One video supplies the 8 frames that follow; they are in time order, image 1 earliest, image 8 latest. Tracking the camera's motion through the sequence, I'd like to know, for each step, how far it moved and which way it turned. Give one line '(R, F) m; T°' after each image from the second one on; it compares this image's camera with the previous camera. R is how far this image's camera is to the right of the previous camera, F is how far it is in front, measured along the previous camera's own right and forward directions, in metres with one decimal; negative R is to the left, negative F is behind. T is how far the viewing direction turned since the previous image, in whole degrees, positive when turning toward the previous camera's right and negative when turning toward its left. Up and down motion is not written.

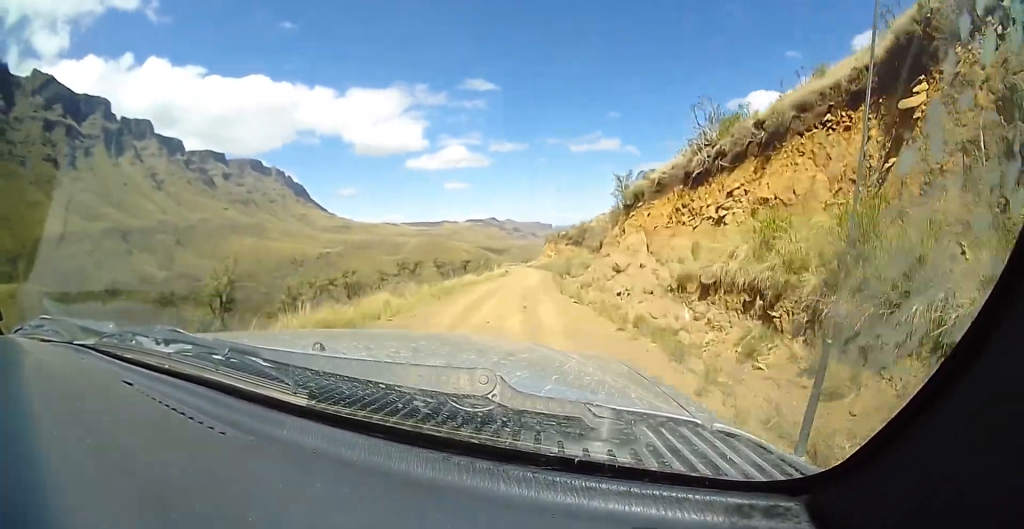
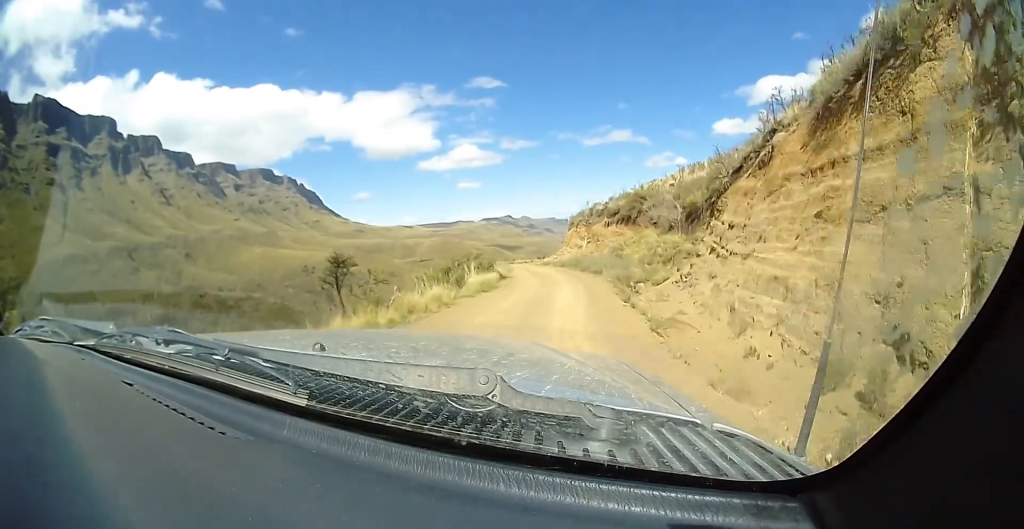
(-1.2, +22.9) m; -2°
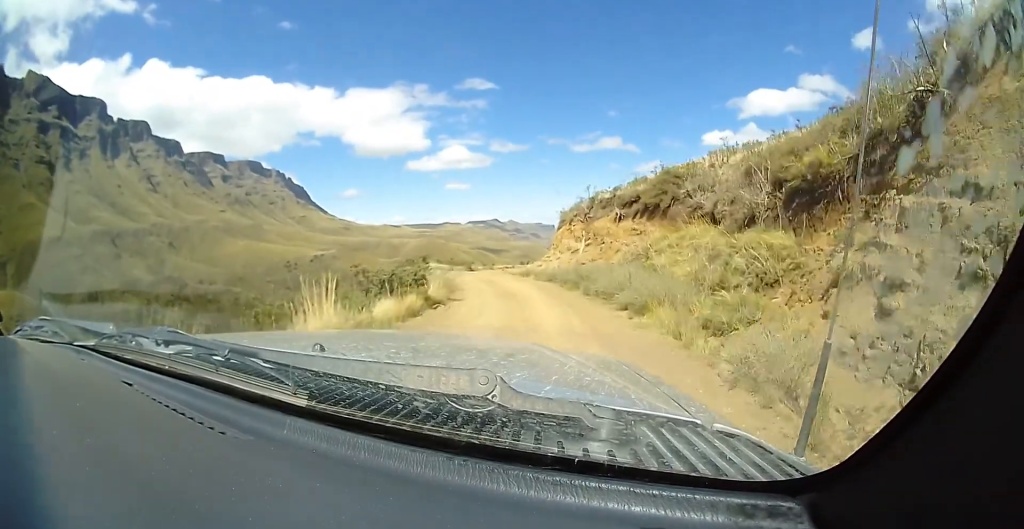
(+0.5, +11.5) m; 0°
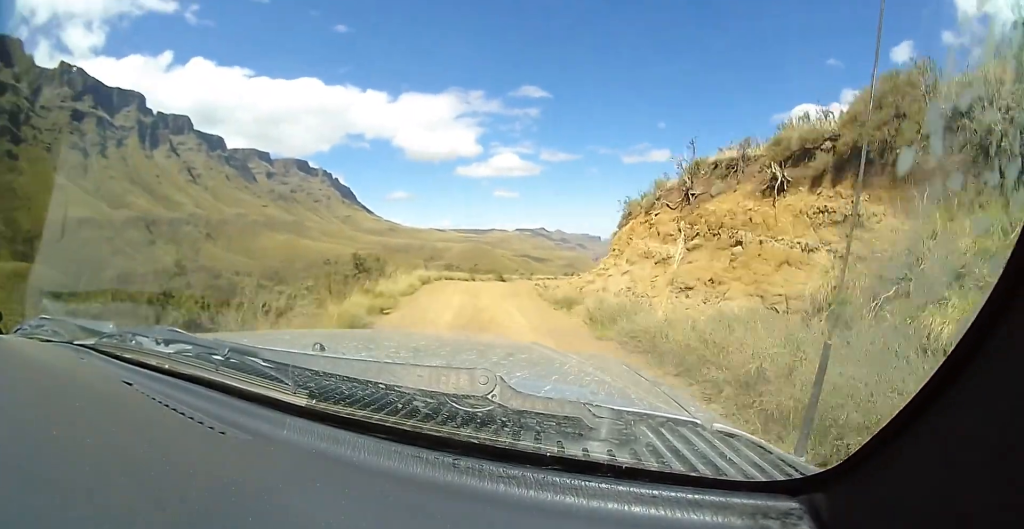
(-0.8, +13.5) m; +3°
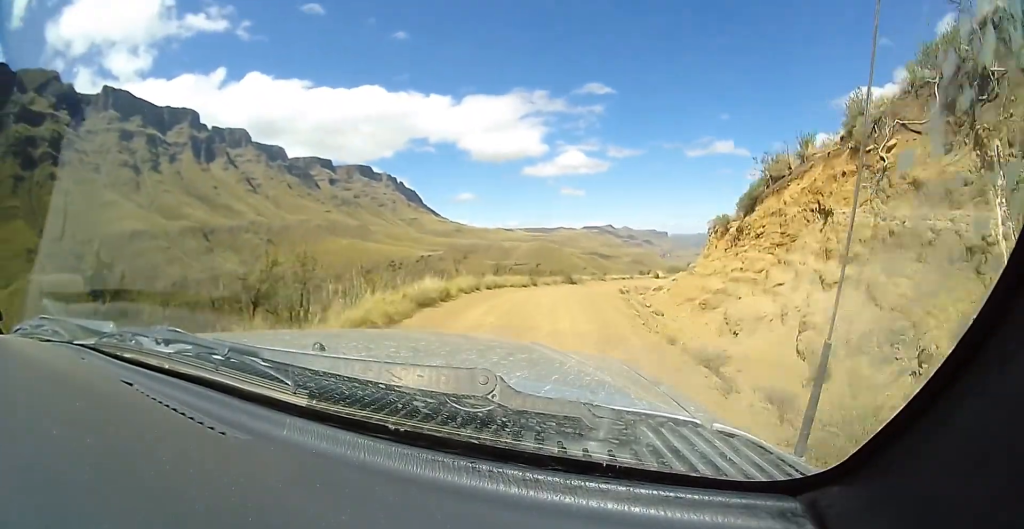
(+0.5, +10.3) m; +1°
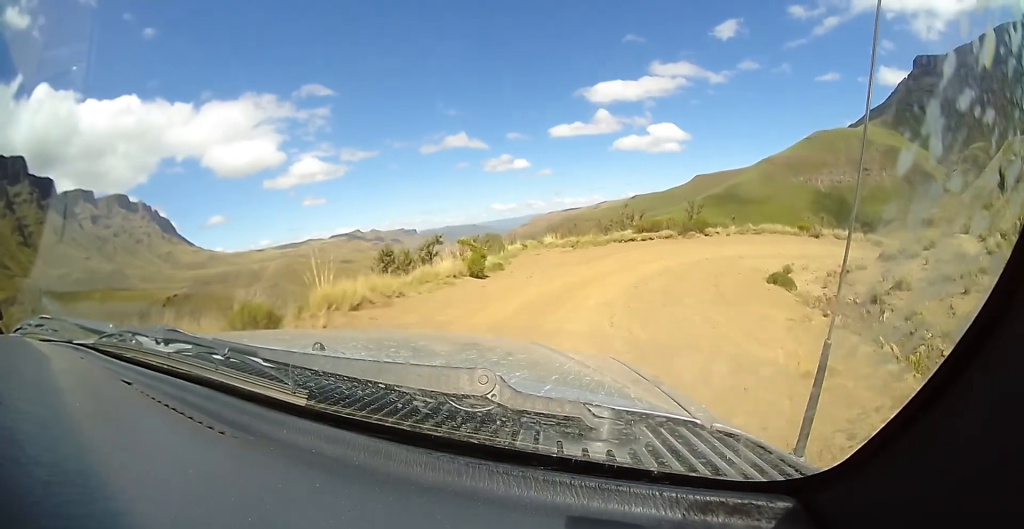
(+5.2, +63.4) m; +20°
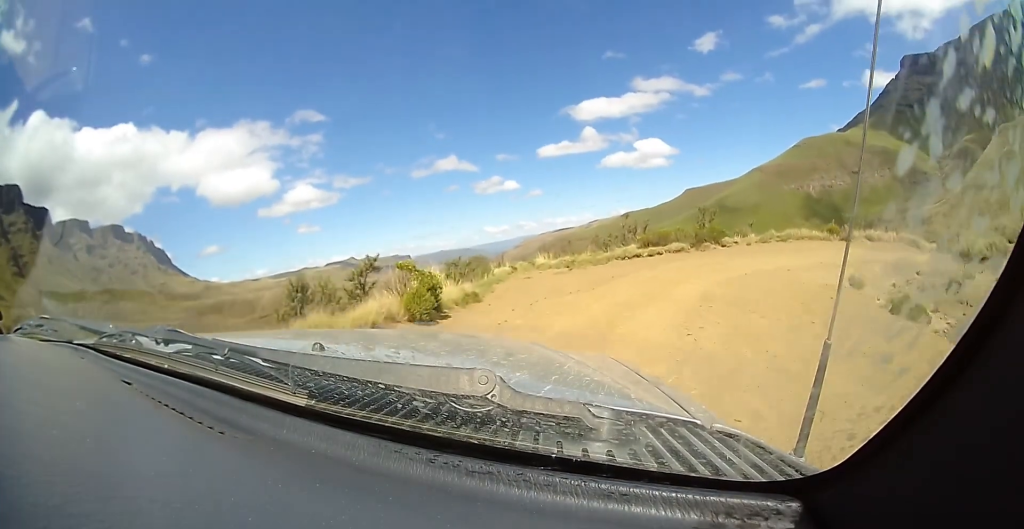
(+0.2, +5.1) m; +2°
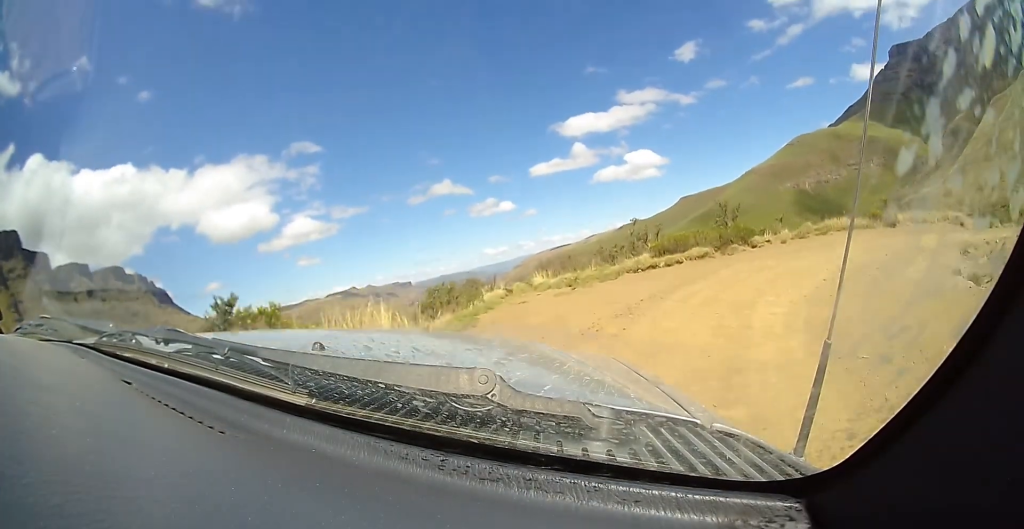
(+0.1, +5.9) m; +2°
